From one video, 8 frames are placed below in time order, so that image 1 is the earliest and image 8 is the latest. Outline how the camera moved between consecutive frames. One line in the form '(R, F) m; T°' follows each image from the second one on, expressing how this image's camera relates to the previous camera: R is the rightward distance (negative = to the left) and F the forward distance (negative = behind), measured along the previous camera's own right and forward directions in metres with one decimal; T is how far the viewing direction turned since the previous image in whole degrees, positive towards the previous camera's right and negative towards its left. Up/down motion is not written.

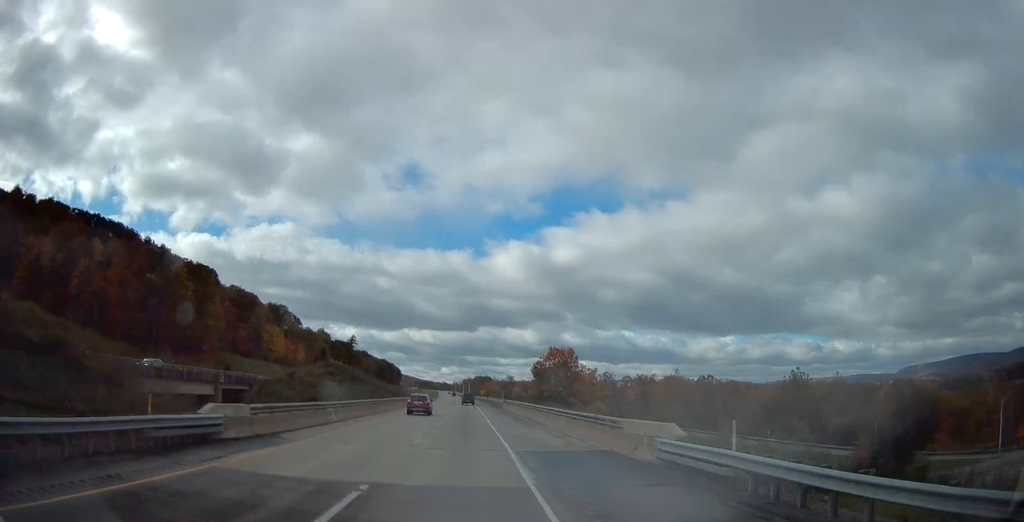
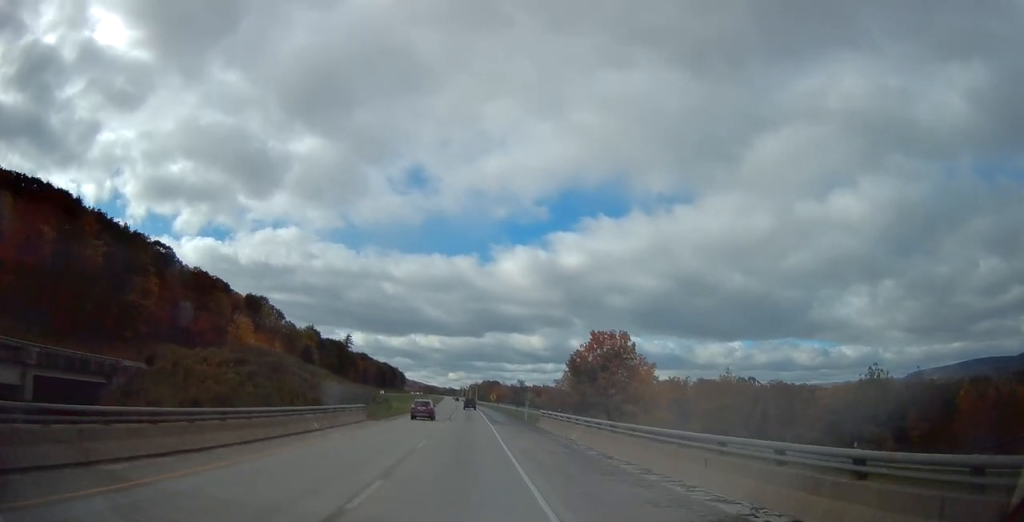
(-0.2, +35.7) m; -1°
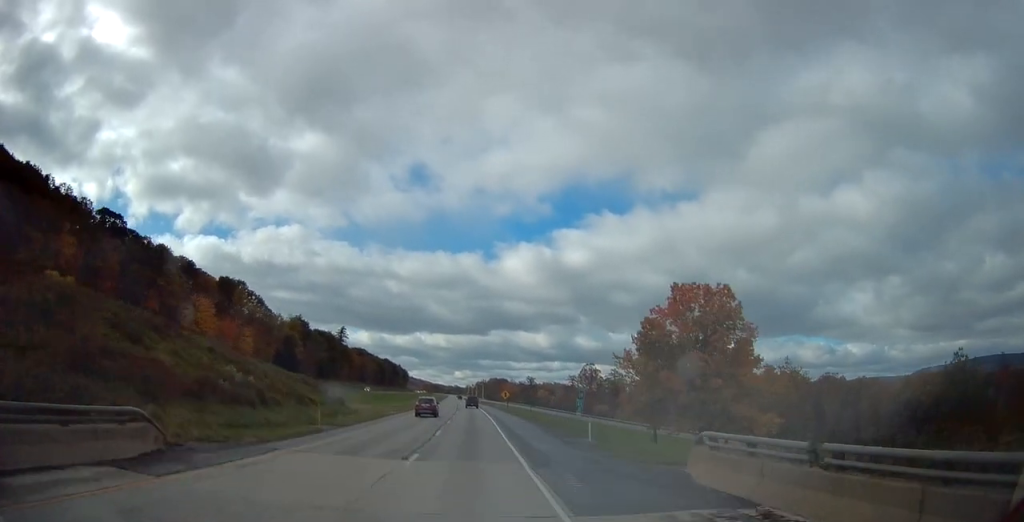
(-0.3, +30.5) m; -1°
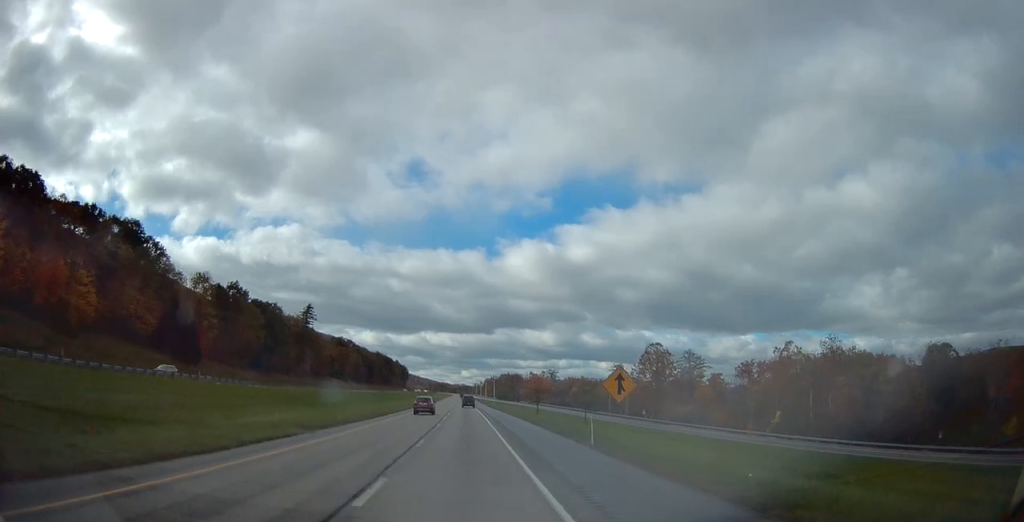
(-0.5, +78.5) m; 0°
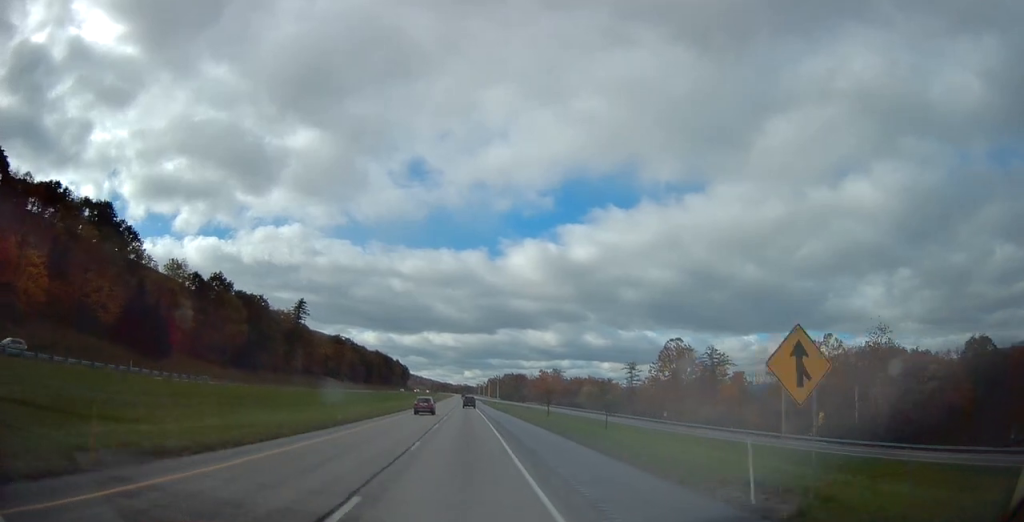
(0.0, +14.7) m; 0°
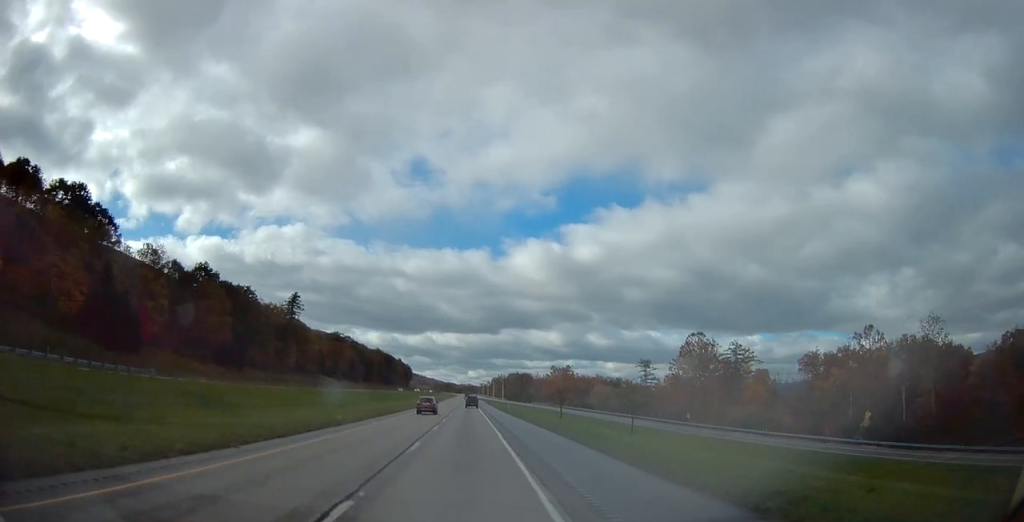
(0.0, +12.5) m; 0°
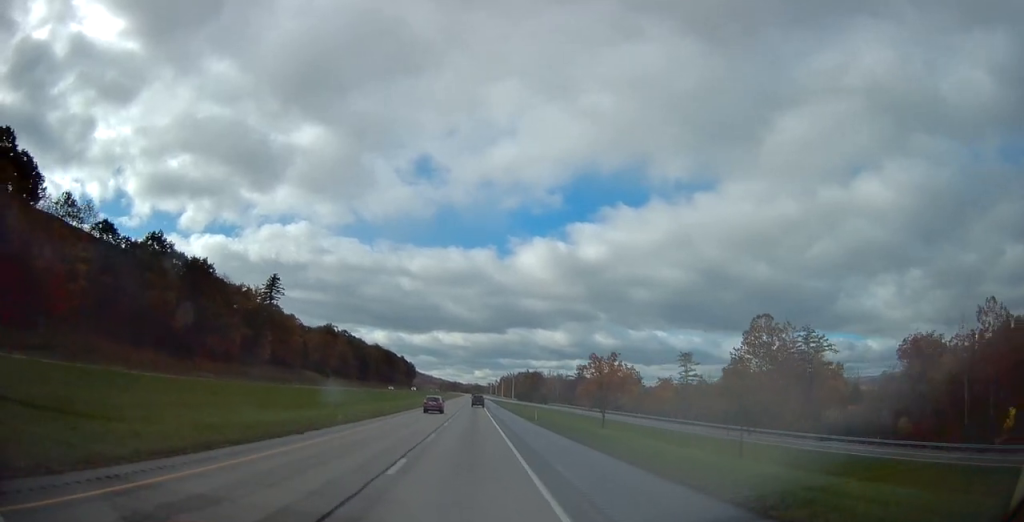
(-0.3, +30.3) m; -1°
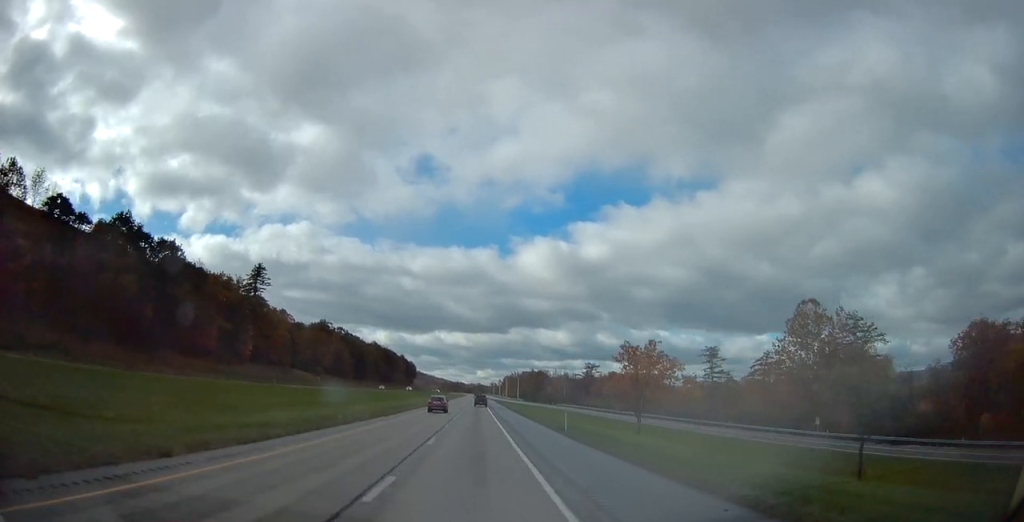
(-0.1, +15.7) m; -1°
